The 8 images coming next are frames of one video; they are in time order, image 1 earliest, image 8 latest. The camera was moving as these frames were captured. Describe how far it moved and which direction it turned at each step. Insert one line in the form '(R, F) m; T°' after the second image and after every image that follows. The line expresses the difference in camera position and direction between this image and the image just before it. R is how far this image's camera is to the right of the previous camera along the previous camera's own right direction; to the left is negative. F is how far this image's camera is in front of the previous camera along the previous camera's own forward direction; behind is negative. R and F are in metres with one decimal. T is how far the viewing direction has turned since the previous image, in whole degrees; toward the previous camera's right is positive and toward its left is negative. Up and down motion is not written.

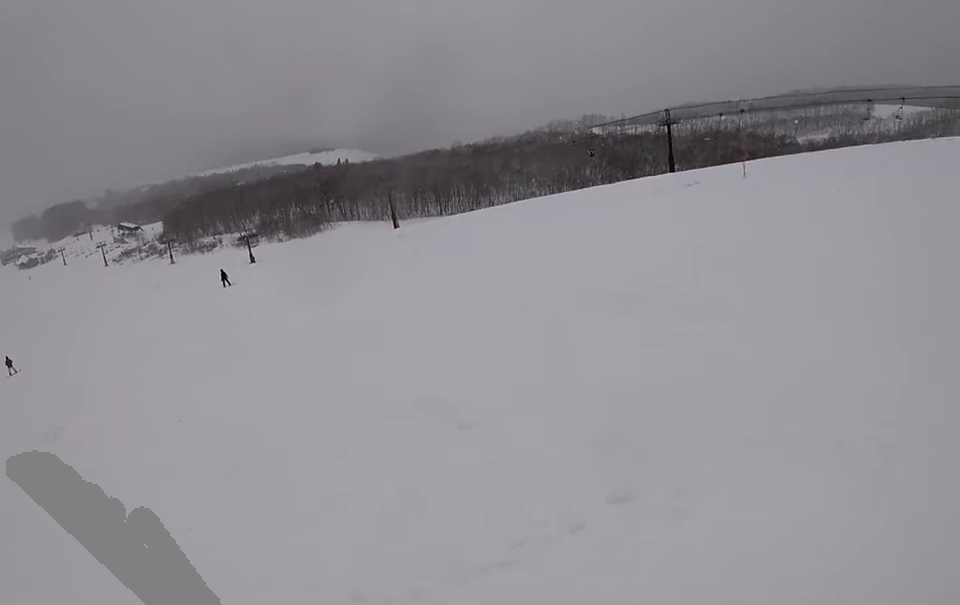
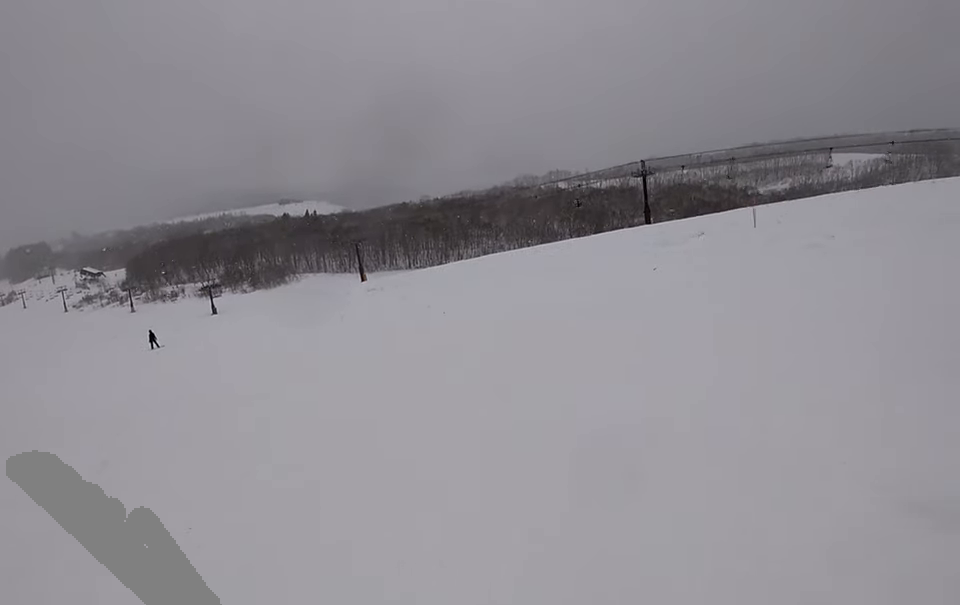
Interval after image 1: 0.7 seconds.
(+0.6, +4.0) m; -1°
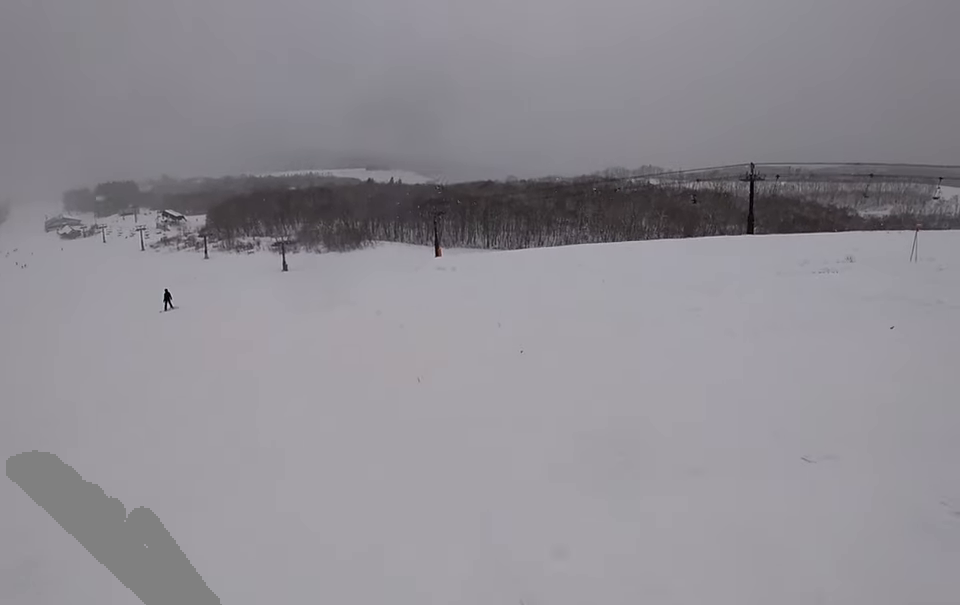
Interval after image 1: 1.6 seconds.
(-0.3, +4.6) m; -17°
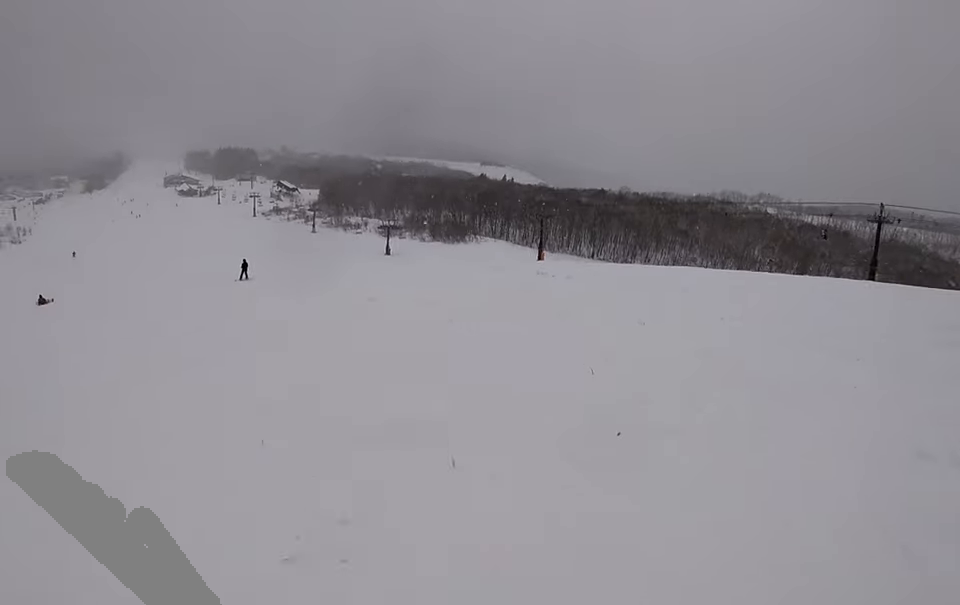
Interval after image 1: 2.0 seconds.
(+0.2, +2.2) m; -12°
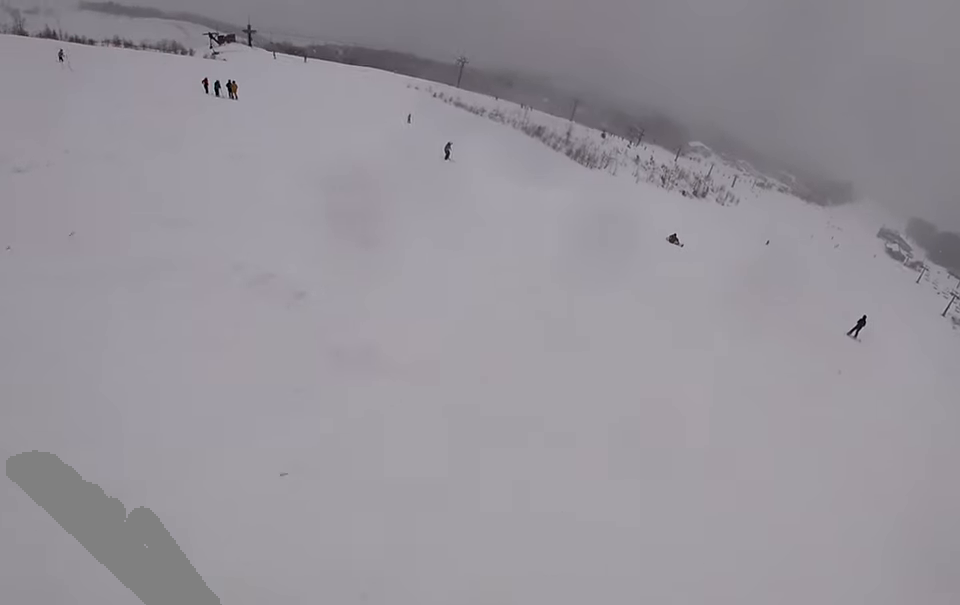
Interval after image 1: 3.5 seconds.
(-3.4, +6.8) m; -44°
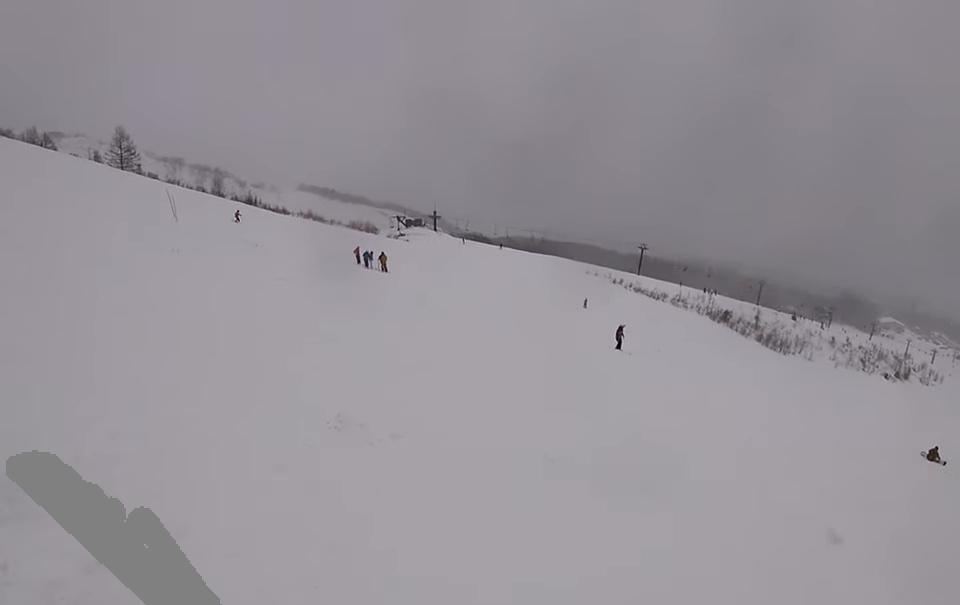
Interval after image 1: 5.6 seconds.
(-4.7, +7.5) m; -61°
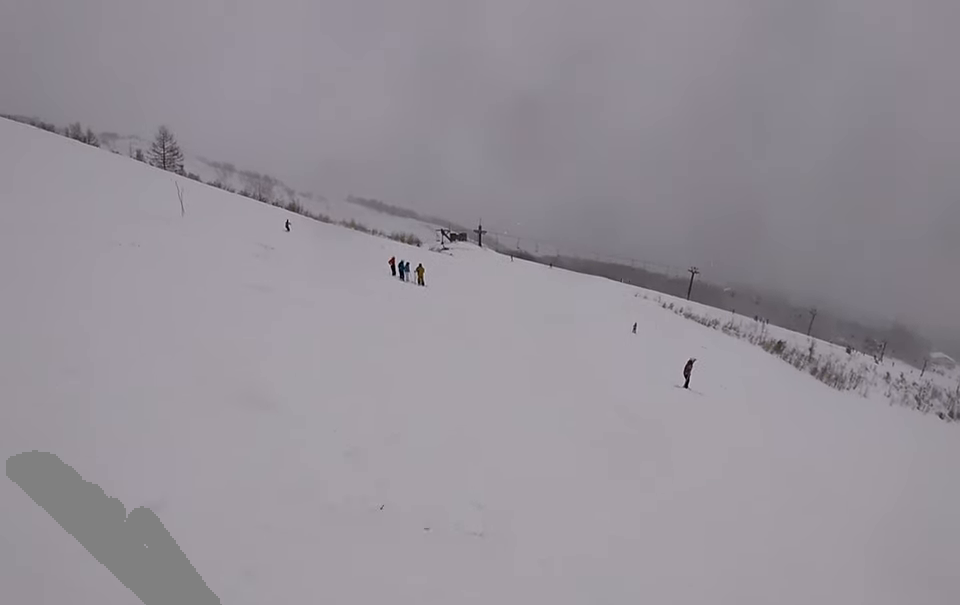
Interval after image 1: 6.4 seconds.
(-0.6, +3.8) m; -8°
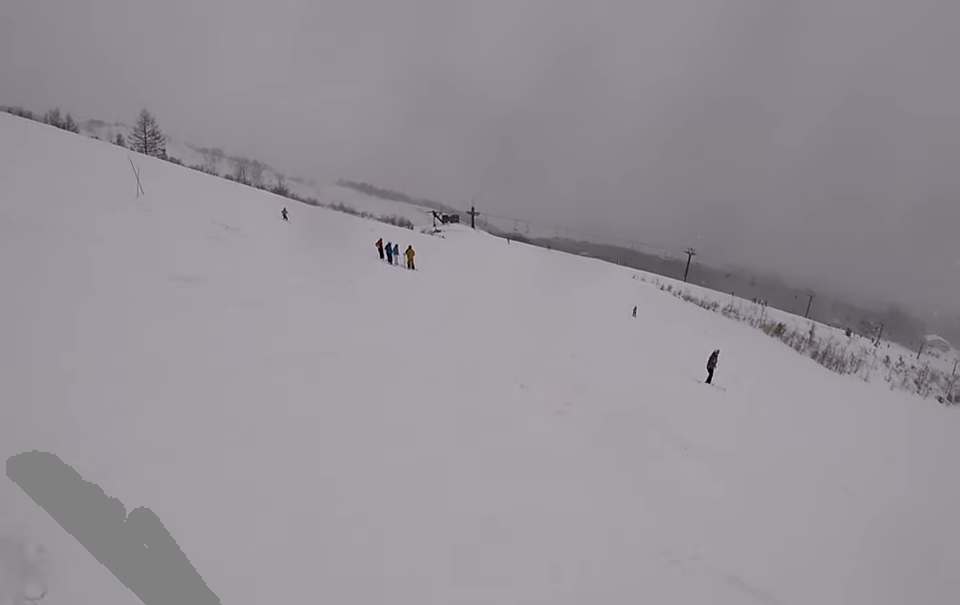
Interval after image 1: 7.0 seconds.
(+0.4, +2.5) m; 0°
